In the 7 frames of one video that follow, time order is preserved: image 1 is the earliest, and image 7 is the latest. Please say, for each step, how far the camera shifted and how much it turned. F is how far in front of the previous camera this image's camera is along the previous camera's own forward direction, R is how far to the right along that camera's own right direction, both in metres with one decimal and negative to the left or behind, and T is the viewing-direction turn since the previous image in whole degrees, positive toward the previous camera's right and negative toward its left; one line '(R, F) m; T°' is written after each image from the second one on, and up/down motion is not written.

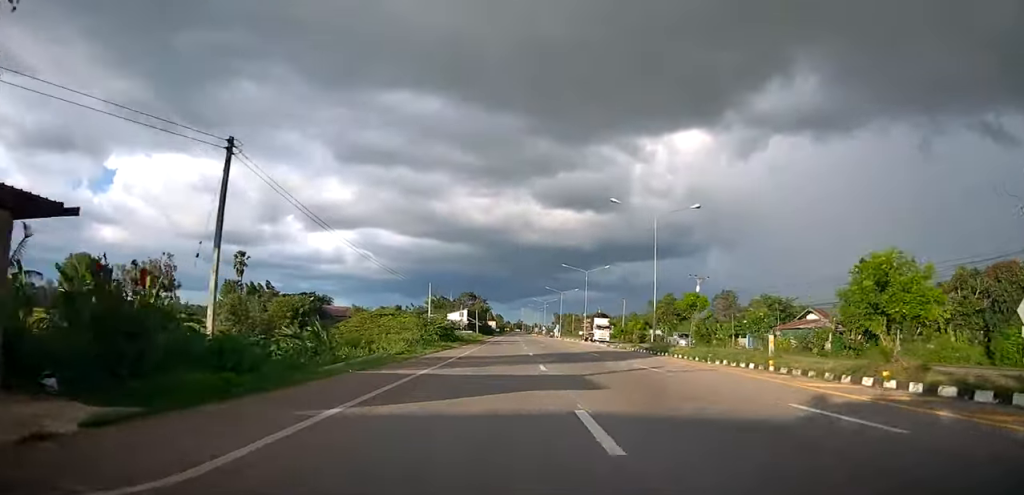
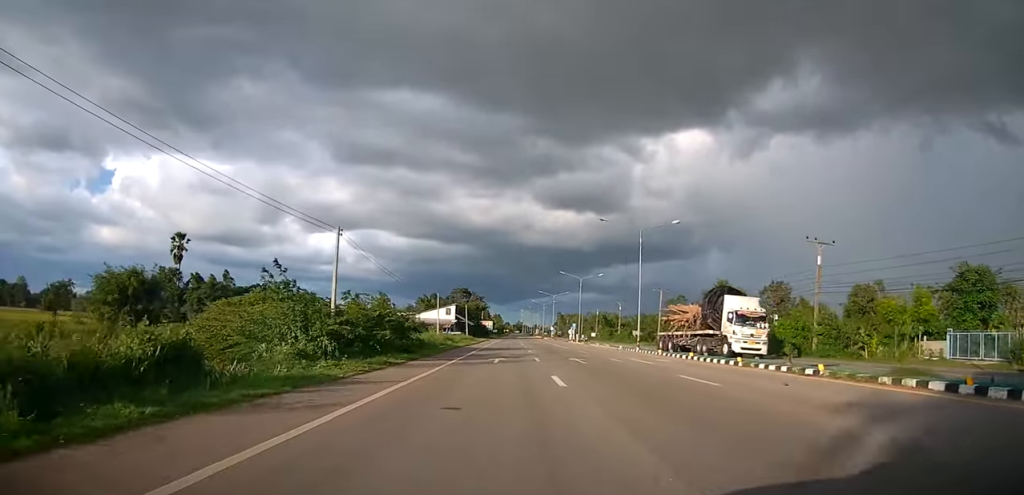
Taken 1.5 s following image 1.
(-0.8, +28.9) m; -2°
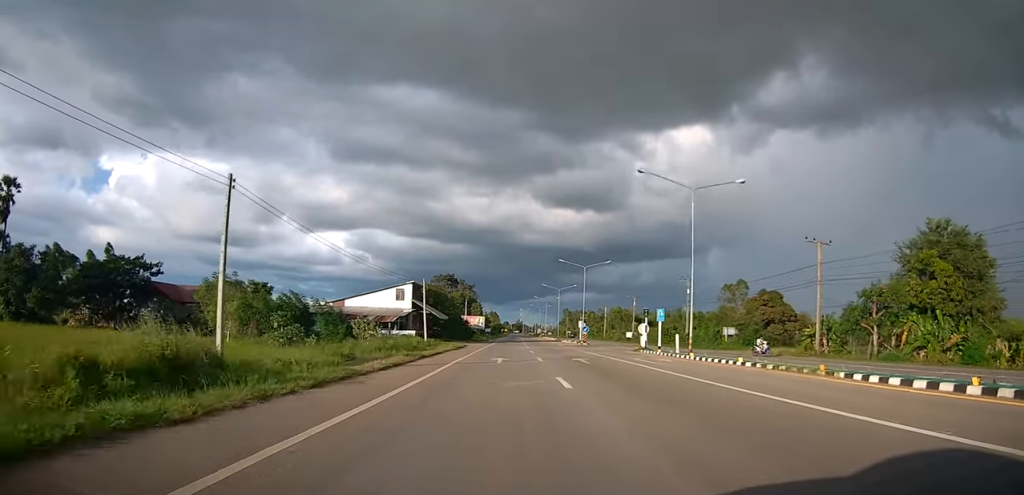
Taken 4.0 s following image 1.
(+1.0, +47.8) m; +2°
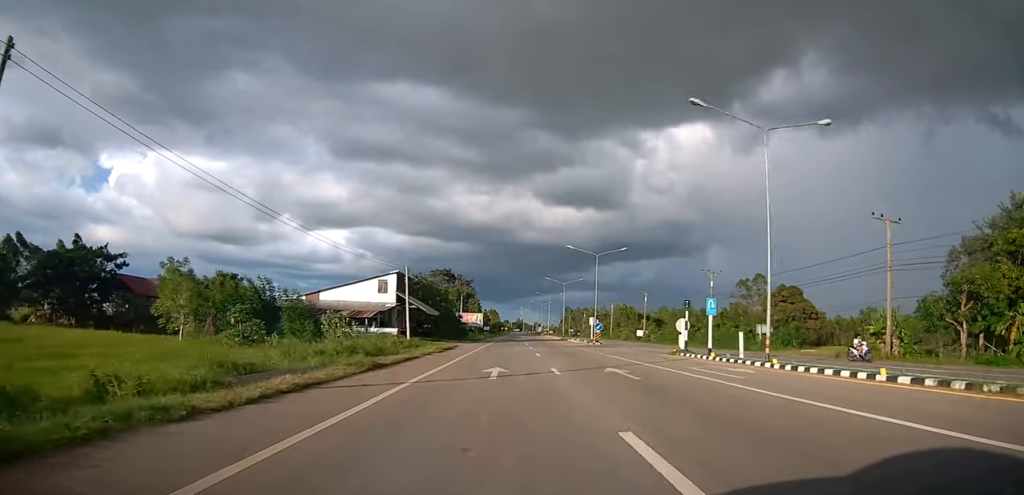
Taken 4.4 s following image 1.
(0.0, +9.0) m; 0°
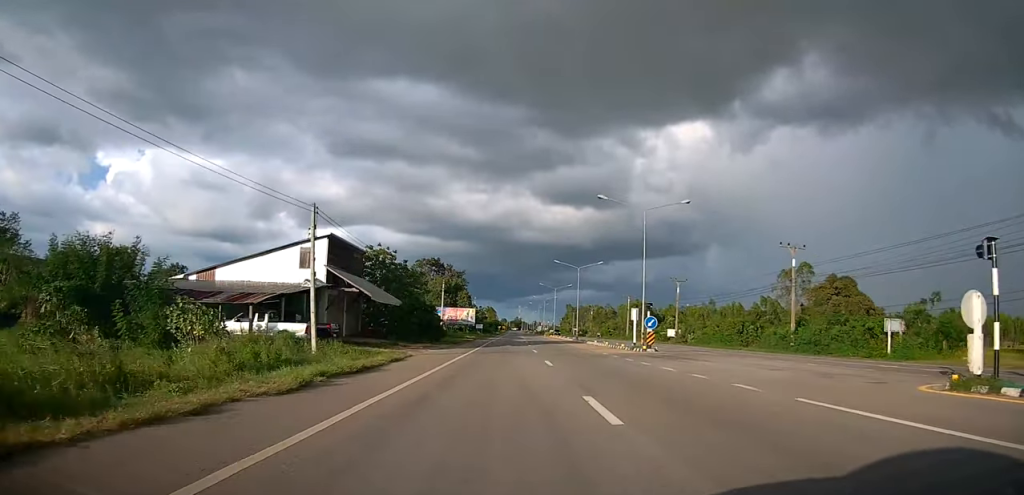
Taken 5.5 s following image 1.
(0.0, +20.7) m; 0°
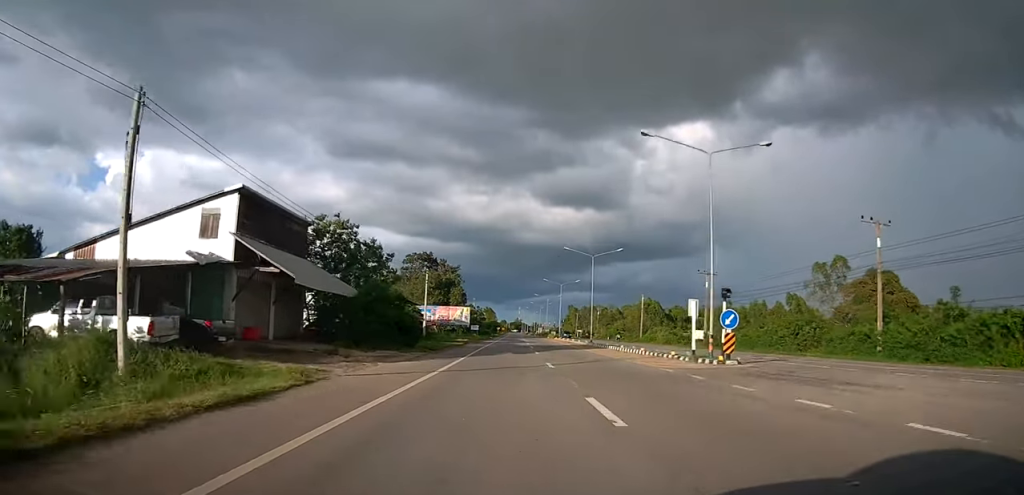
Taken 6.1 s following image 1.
(0.0, +12.1) m; 0°
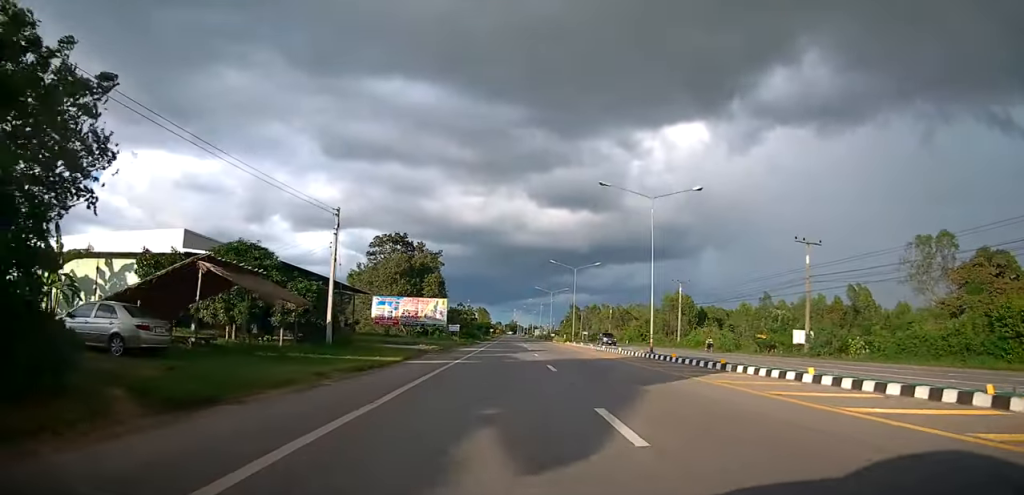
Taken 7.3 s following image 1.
(+0.4, +25.4) m; +1°
